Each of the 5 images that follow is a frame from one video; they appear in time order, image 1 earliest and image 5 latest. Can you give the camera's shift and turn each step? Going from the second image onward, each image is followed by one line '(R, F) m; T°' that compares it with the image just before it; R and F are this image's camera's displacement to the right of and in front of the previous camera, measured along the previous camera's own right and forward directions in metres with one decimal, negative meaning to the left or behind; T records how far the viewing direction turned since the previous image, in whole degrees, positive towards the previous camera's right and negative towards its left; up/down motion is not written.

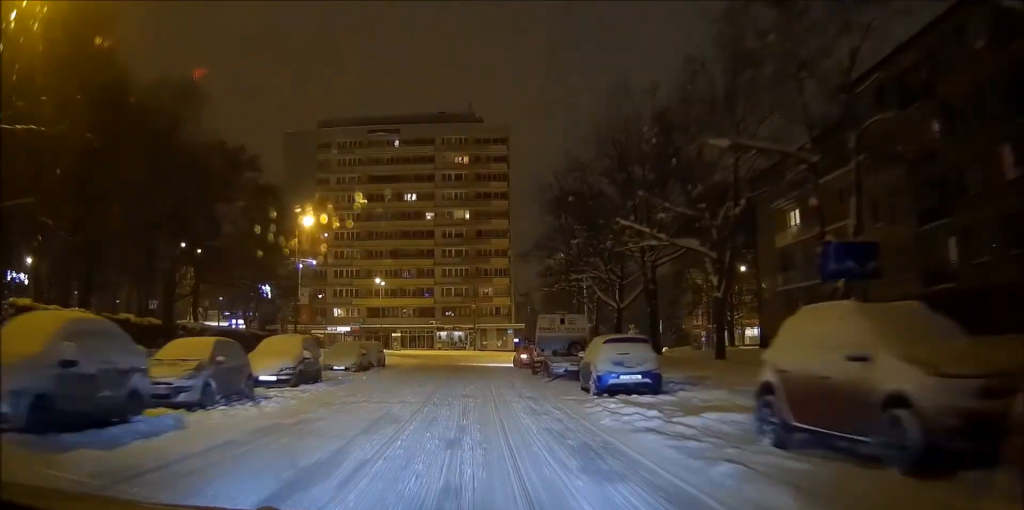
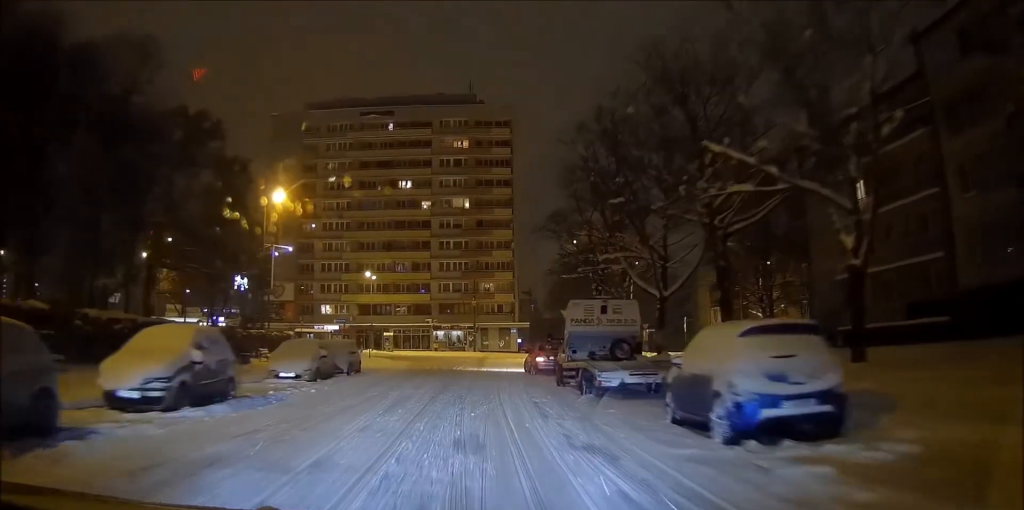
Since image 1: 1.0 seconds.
(-0.1, +8.7) m; 0°
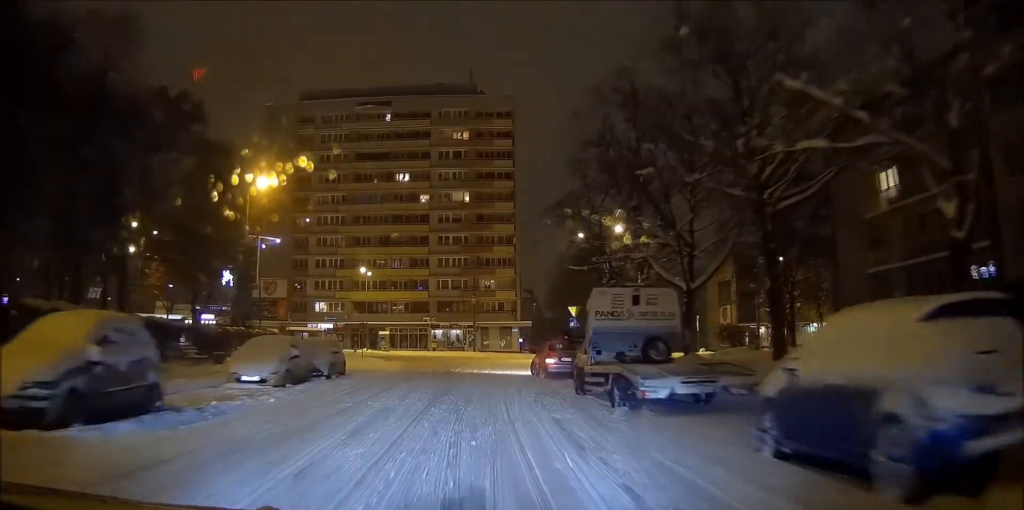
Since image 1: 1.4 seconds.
(-0.1, +3.8) m; 0°
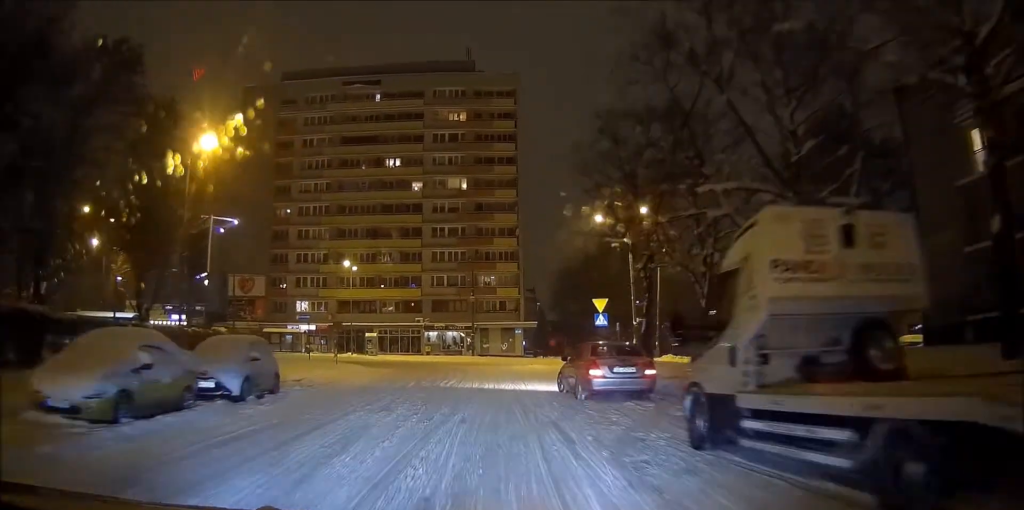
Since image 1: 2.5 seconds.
(+0.2, +9.5) m; -1°
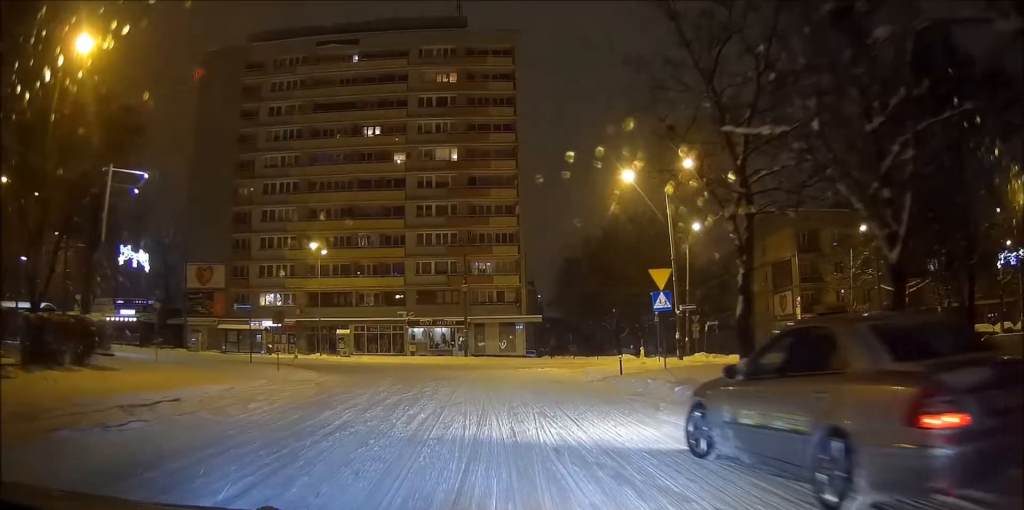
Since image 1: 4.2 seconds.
(-0.4, +12.6) m; +1°
